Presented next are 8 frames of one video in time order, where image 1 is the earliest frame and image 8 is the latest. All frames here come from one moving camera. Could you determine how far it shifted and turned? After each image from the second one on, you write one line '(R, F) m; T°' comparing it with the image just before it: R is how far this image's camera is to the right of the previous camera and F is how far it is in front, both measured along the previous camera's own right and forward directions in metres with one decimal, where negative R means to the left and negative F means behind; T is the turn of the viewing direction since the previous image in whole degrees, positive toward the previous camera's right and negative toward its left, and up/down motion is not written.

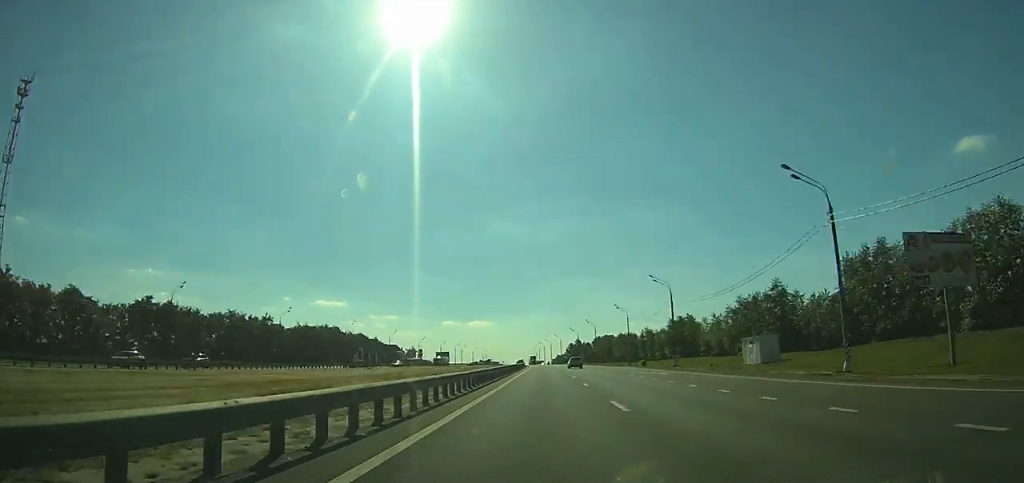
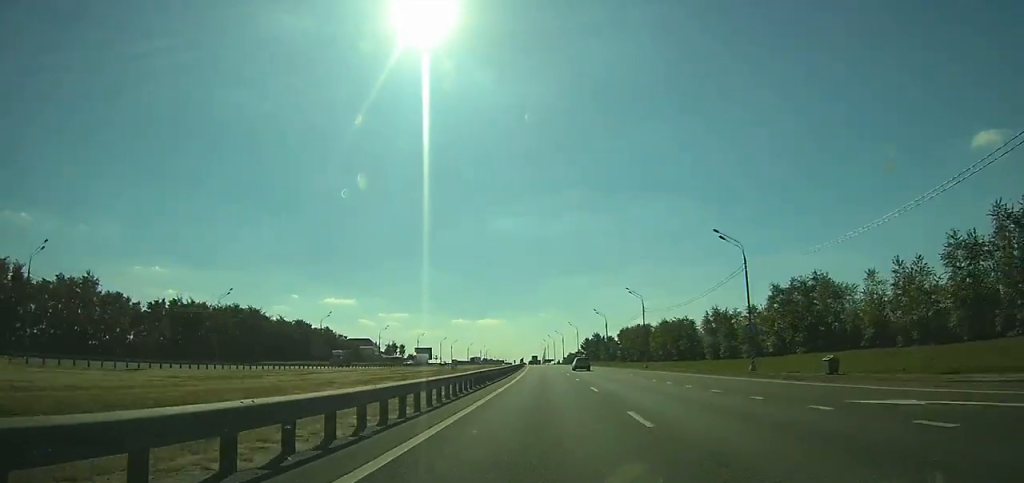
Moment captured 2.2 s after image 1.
(+0.2, +64.8) m; -1°
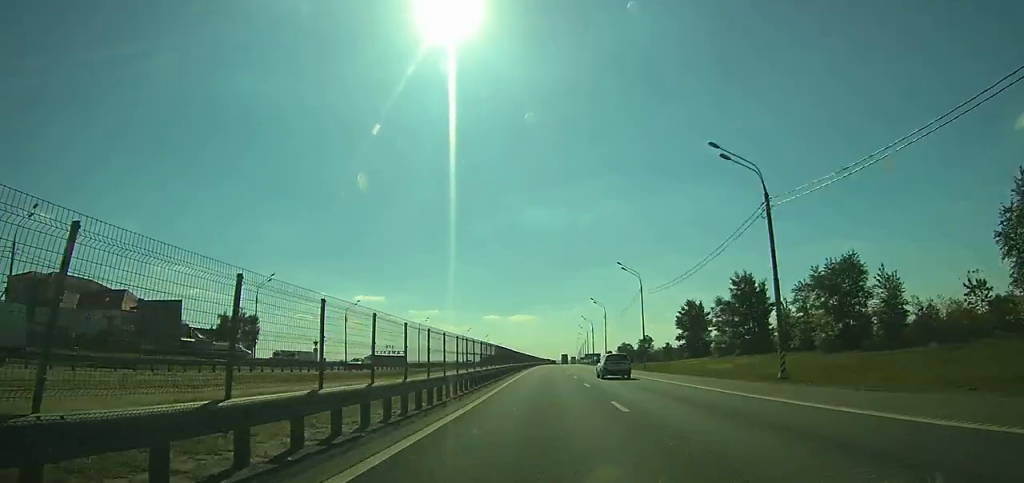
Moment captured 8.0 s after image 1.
(-4.5, +167.9) m; -3°
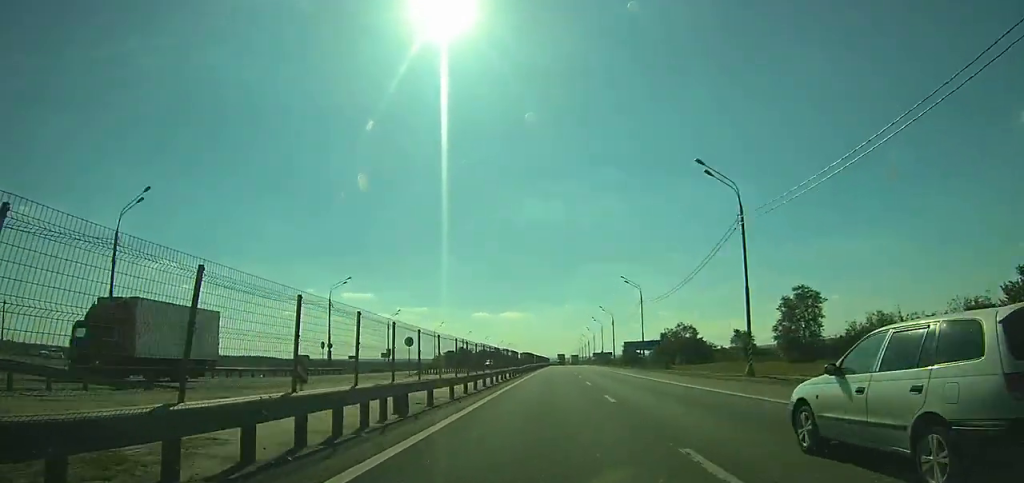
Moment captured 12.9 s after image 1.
(+0.6, +137.2) m; +1°
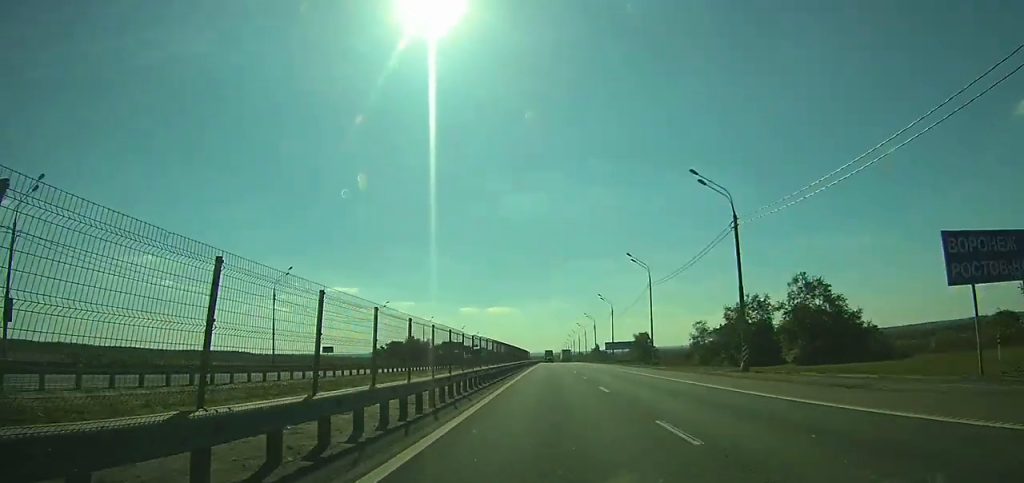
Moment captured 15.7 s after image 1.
(+0.7, +81.2) m; +1°
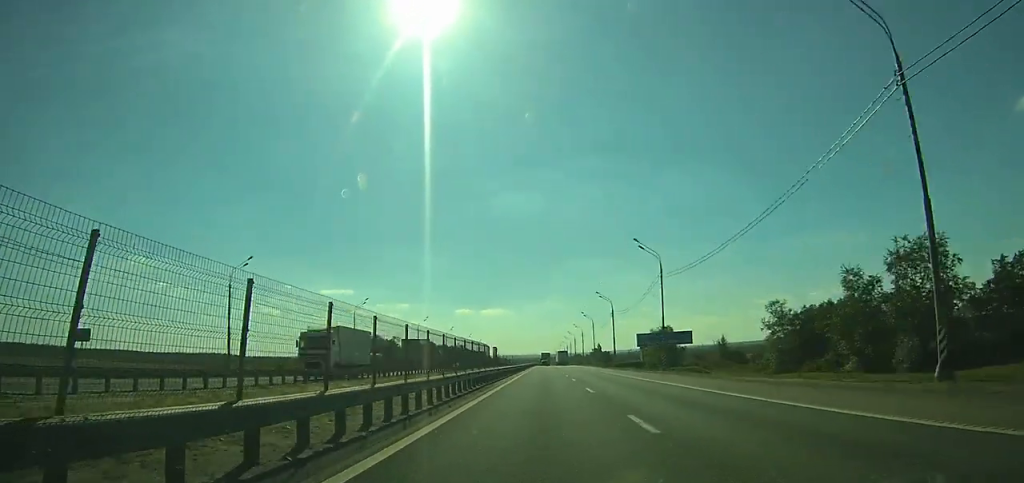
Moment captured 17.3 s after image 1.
(+0.1, +47.8) m; 0°
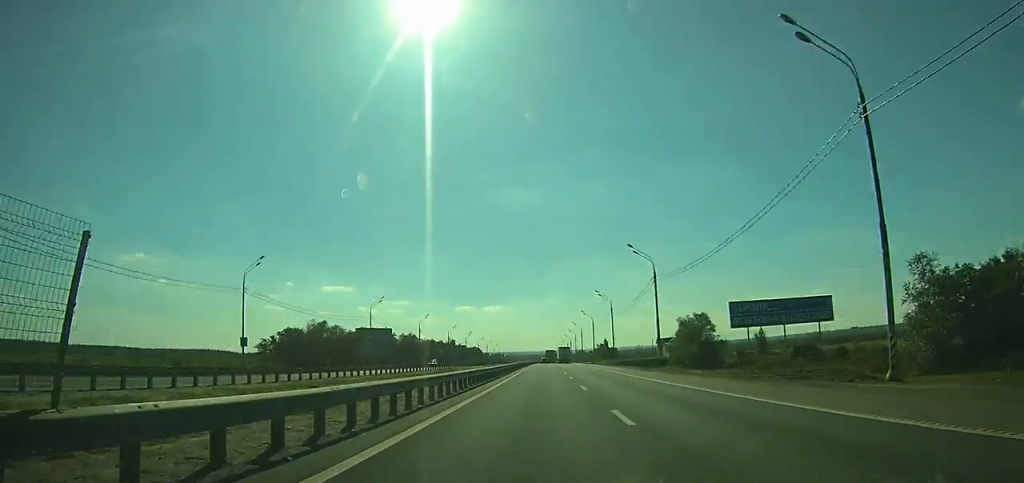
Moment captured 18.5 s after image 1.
(+0.1, +35.9) m; 0°
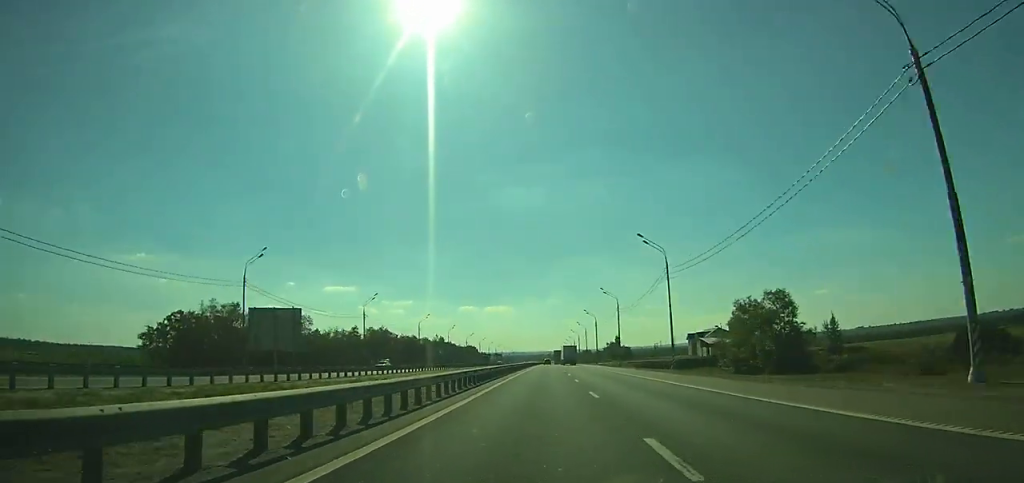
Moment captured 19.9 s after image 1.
(+0.1, +41.9) m; 0°
